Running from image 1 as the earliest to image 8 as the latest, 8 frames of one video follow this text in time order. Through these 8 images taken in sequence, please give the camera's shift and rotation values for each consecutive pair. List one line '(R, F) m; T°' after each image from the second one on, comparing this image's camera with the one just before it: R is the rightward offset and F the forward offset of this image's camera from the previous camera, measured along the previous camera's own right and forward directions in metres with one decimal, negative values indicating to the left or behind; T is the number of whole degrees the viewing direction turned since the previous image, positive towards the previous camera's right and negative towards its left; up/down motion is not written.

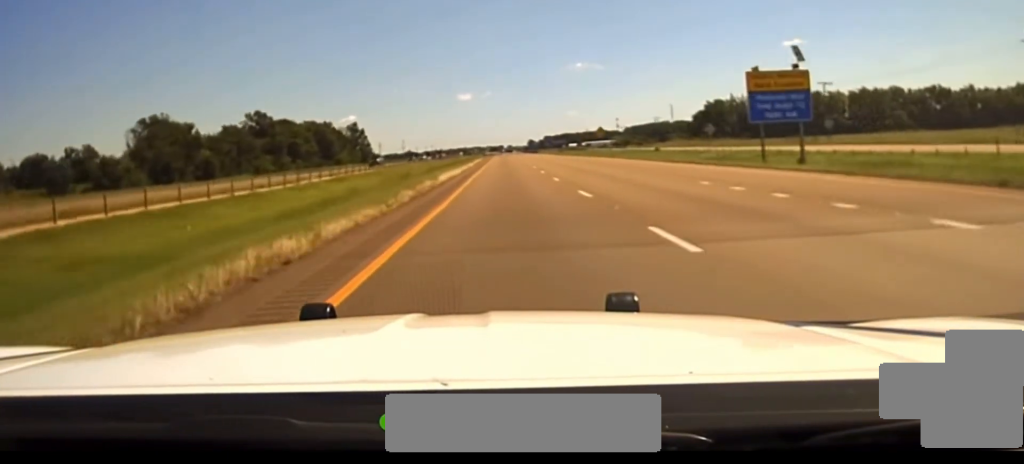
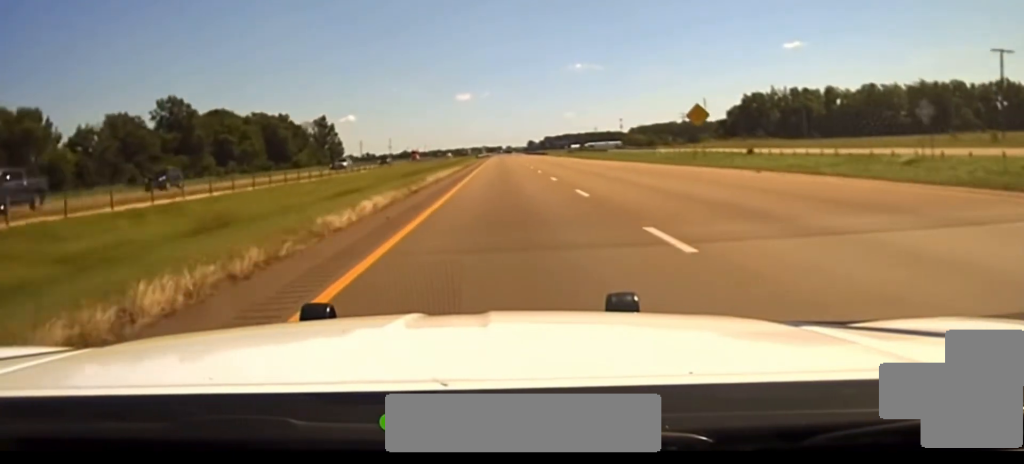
(+0.3, +62.7) m; 0°
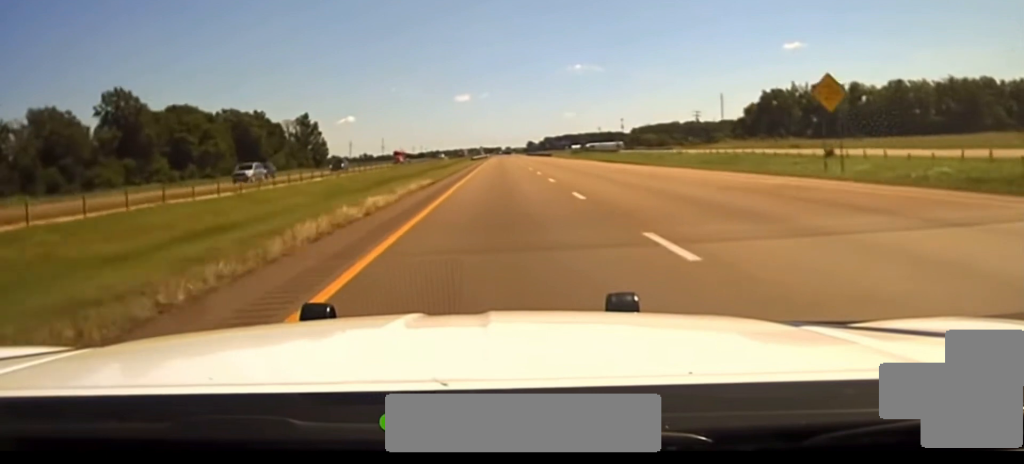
(0.0, +25.0) m; 0°
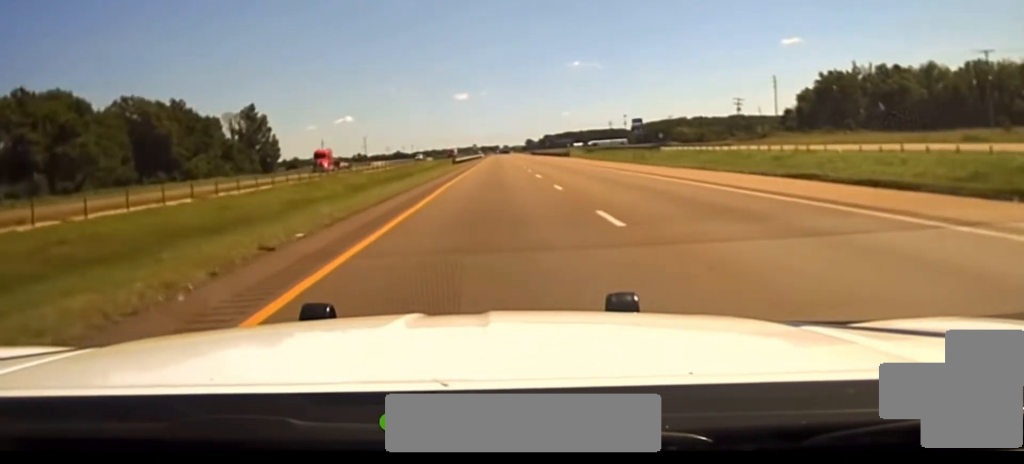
(0.0, +55.7) m; 0°
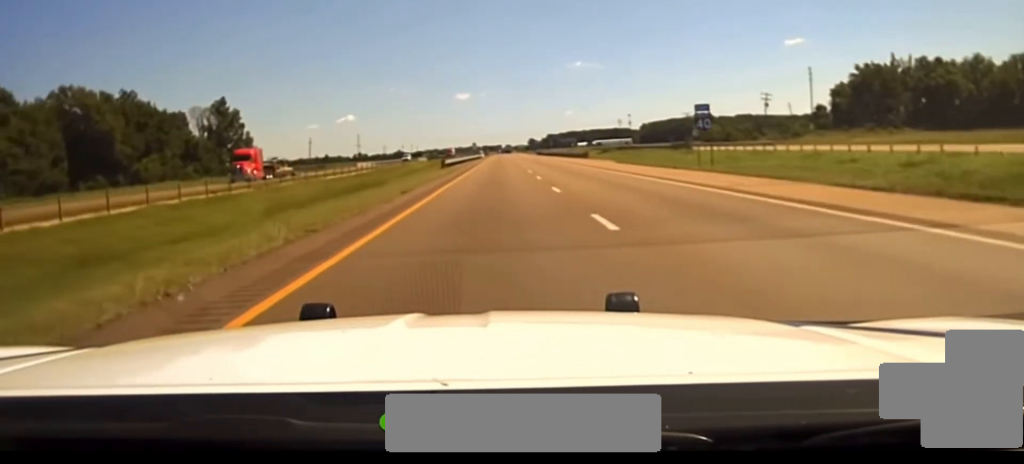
(0.0, +22.8) m; 0°
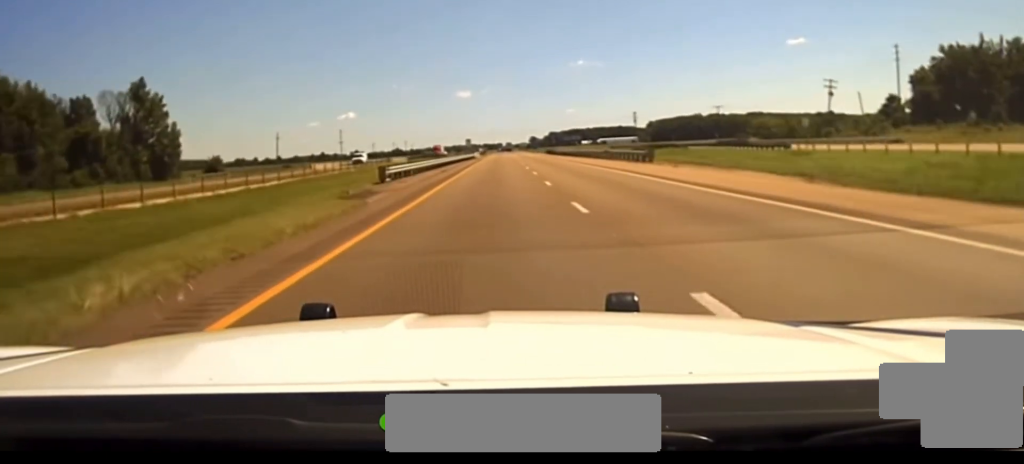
(-0.1, +41.7) m; 0°
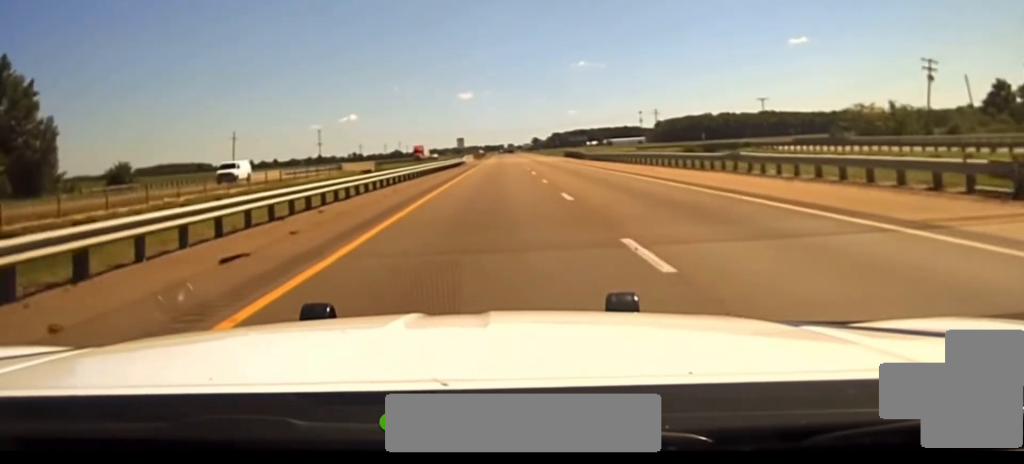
(-0.1, +44.4) m; 0°
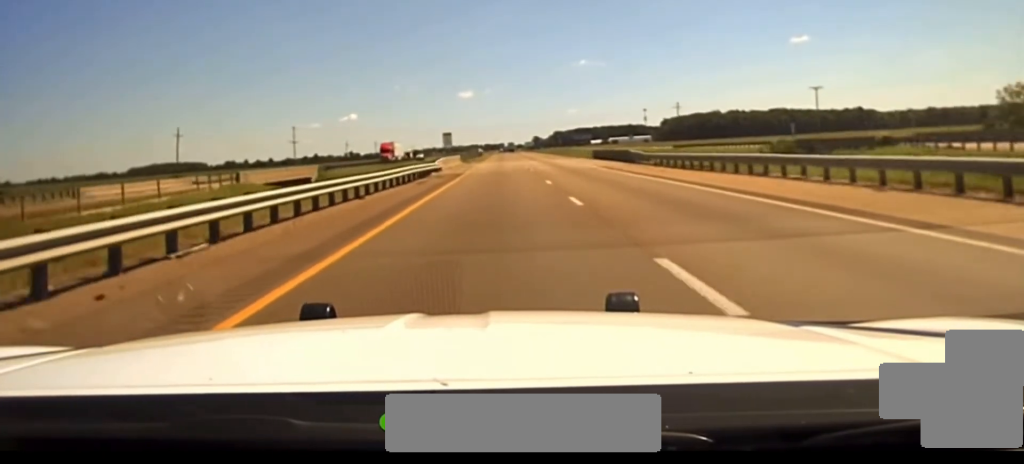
(0.0, +42.0) m; 0°
